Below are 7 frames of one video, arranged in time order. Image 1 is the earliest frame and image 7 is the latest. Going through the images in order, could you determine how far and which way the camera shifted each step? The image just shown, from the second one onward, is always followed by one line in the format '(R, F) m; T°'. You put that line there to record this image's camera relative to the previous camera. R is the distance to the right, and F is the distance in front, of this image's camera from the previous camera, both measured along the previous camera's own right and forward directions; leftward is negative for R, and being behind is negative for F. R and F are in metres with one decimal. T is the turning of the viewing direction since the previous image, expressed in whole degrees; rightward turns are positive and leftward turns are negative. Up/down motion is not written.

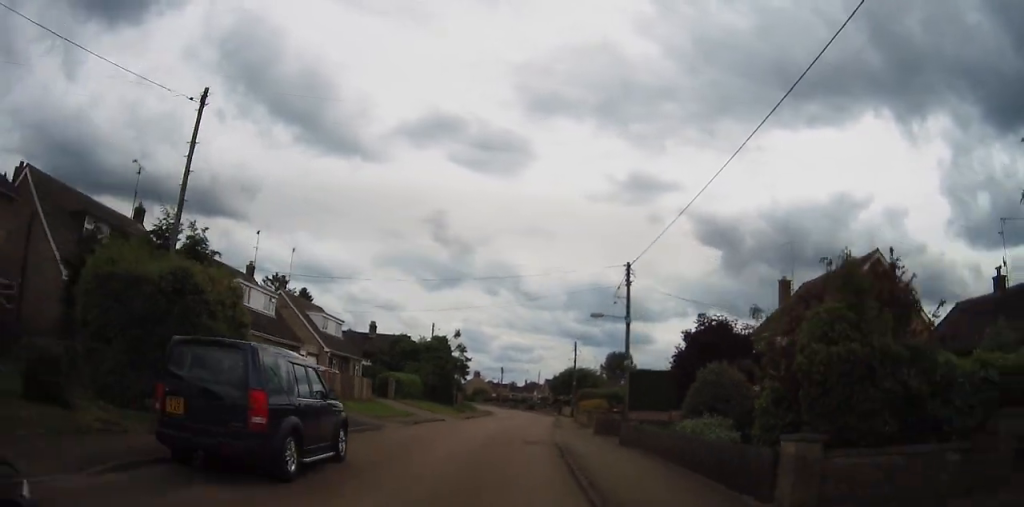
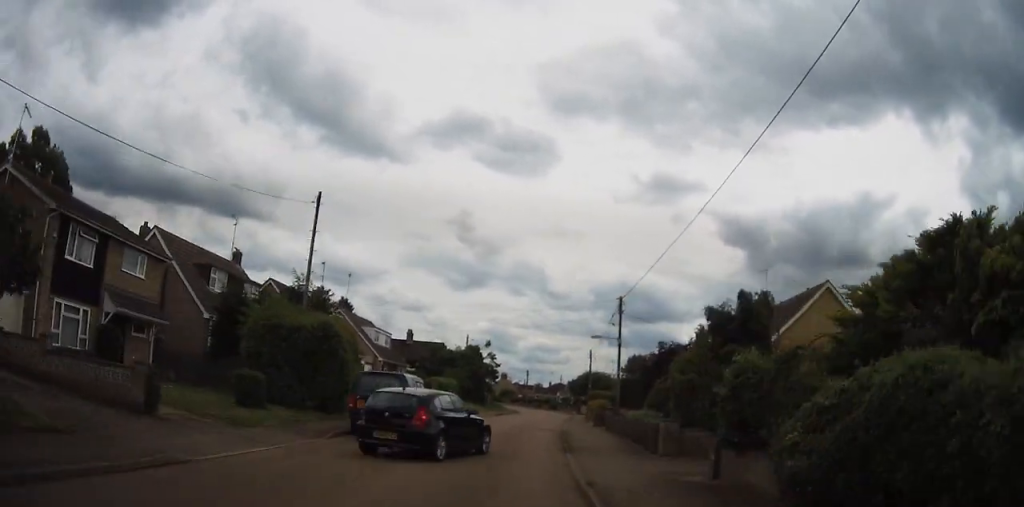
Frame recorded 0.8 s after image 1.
(-0.2, +9.1) m; -2°
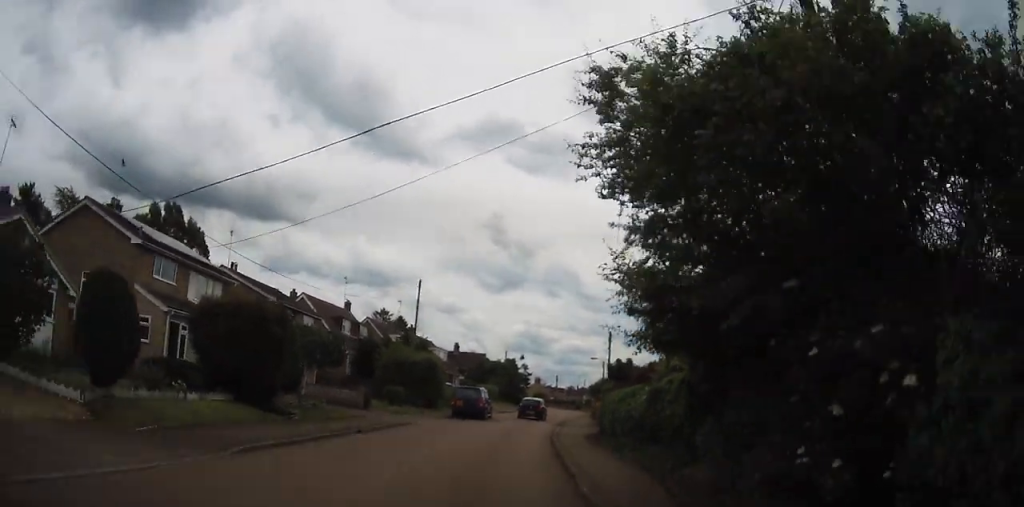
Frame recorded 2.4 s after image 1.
(-0.4, +18.2) m; -3°
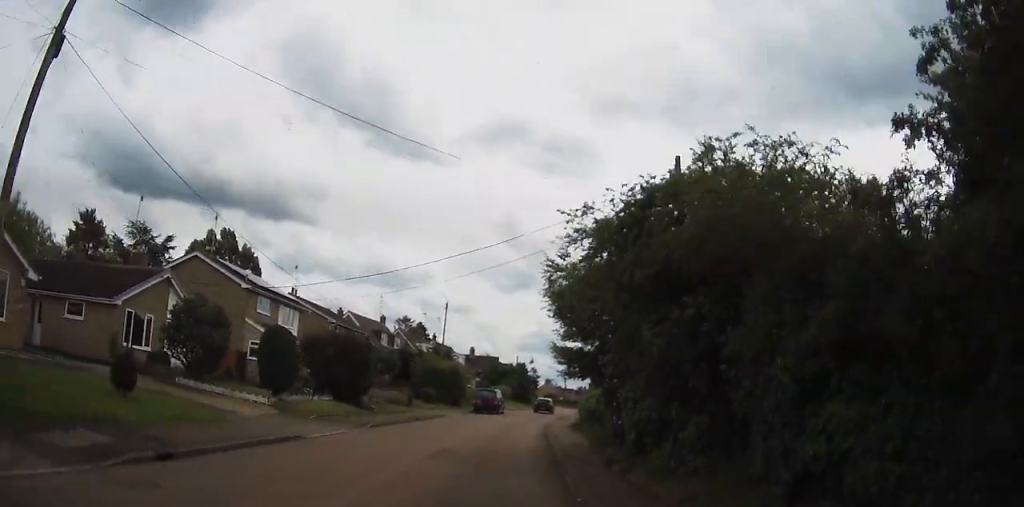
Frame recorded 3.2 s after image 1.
(-0.2, +10.2) m; -1°
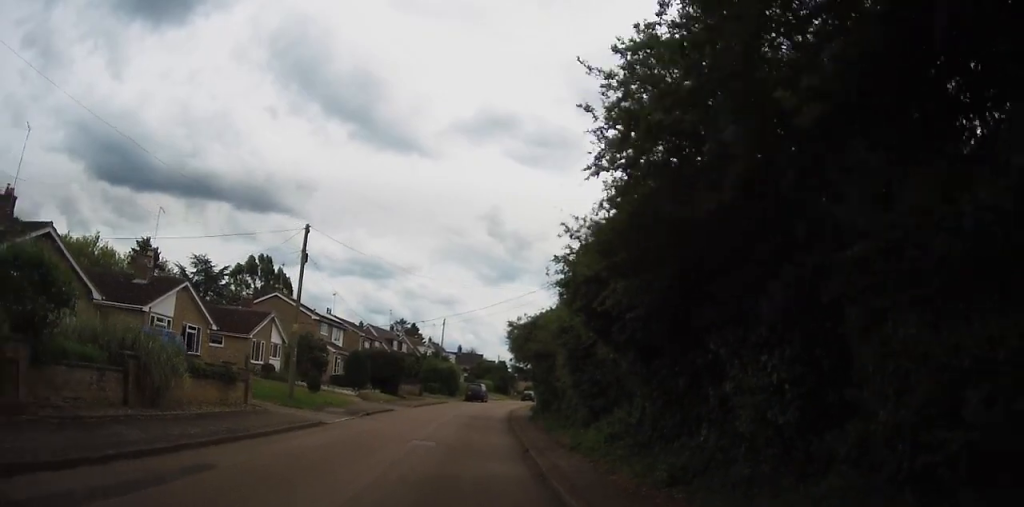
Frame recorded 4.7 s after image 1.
(0.0, +17.6) m; +1°
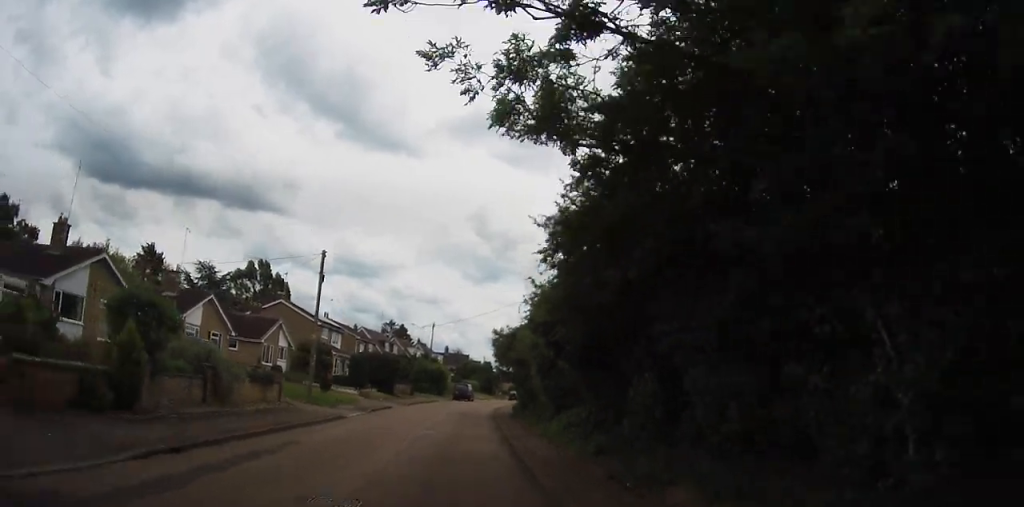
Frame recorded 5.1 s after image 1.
(-0.1, +5.0) m; +1°
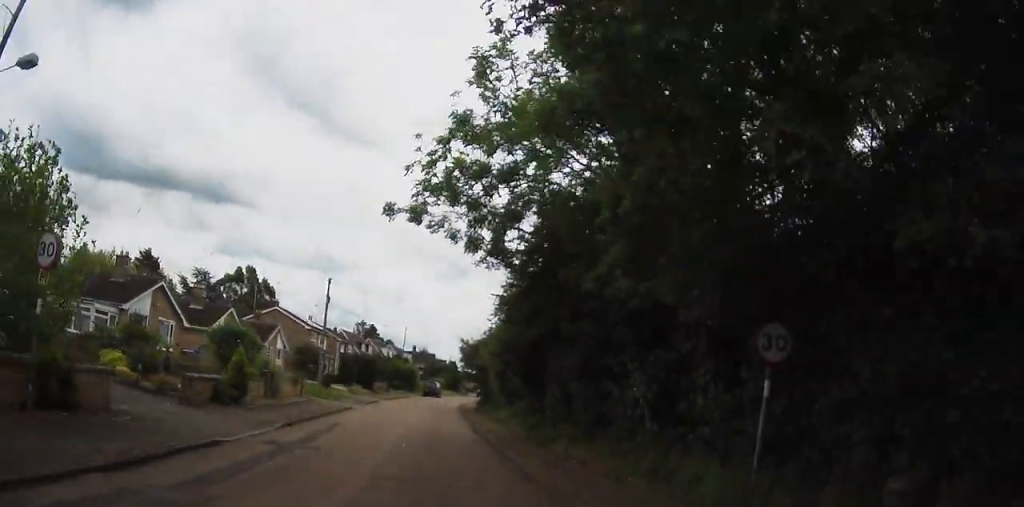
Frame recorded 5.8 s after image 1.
(+0.2, +8.6) m; +3°
